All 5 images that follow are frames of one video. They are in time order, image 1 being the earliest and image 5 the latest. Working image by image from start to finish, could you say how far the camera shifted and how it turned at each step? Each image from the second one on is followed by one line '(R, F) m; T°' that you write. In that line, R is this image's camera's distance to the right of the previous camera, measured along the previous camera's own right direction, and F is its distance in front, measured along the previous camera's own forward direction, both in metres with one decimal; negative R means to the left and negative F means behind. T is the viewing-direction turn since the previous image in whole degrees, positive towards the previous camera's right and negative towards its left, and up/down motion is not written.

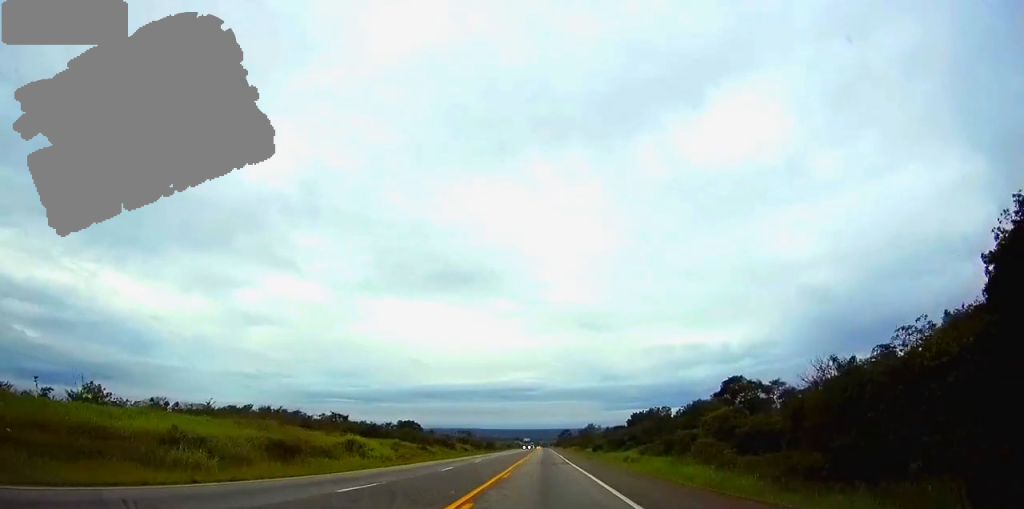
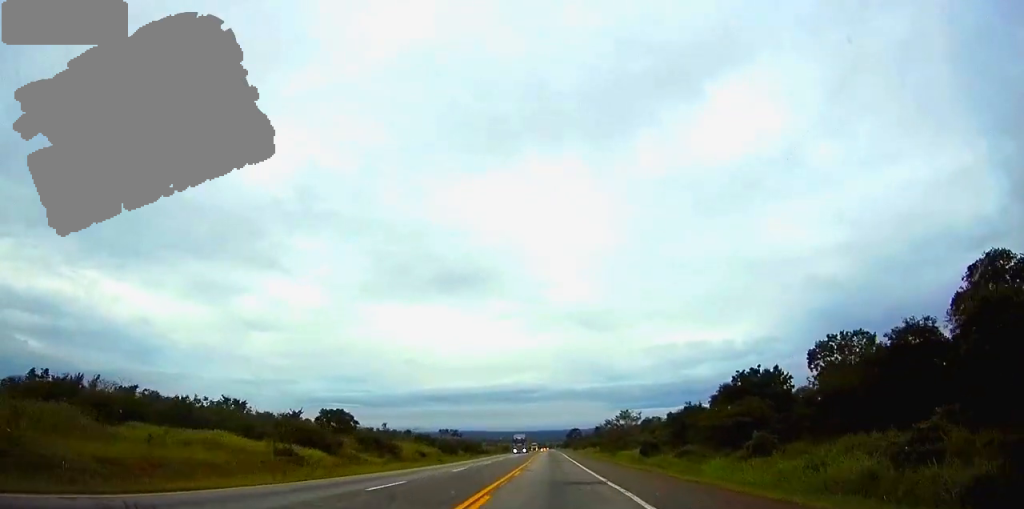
(+0.2, +63.3) m; 0°
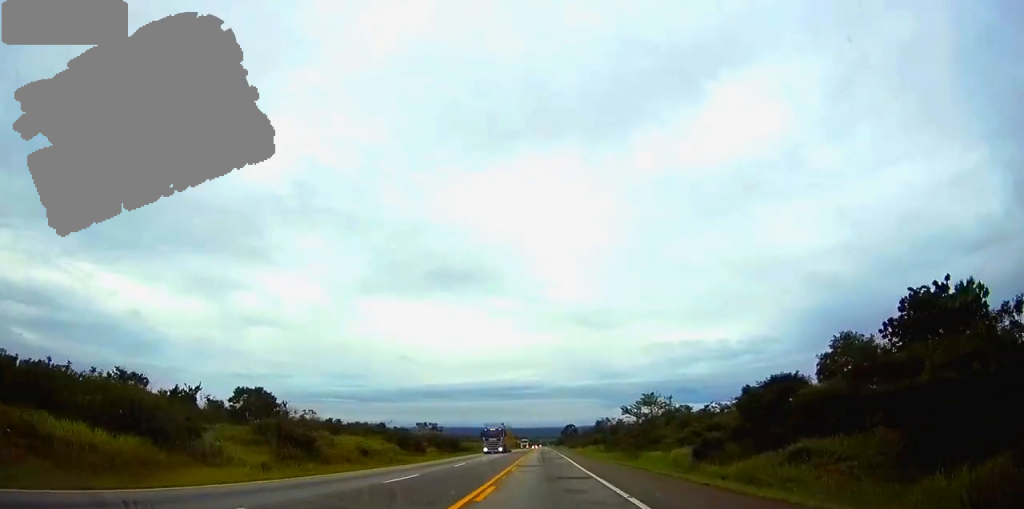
(0.0, +29.8) m; 0°
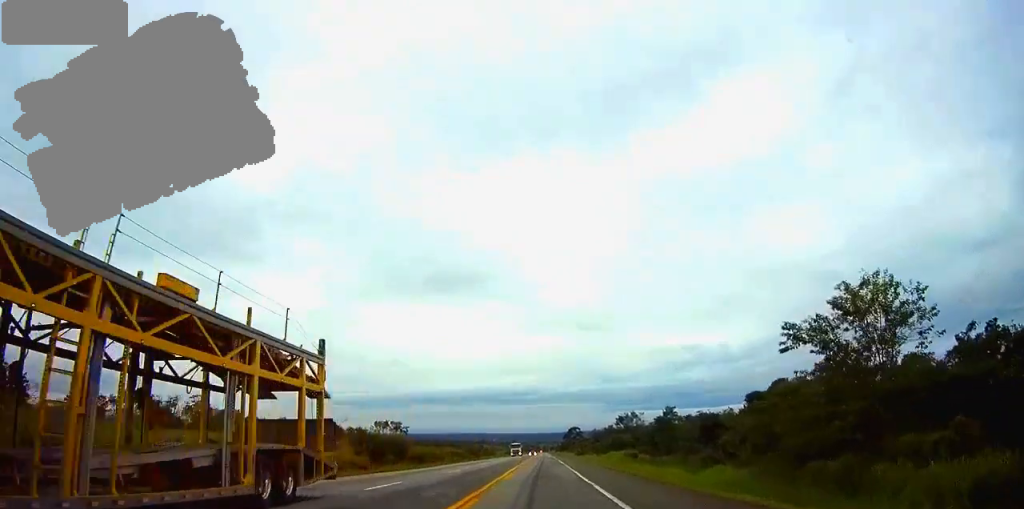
(+0.1, +51.6) m; 0°
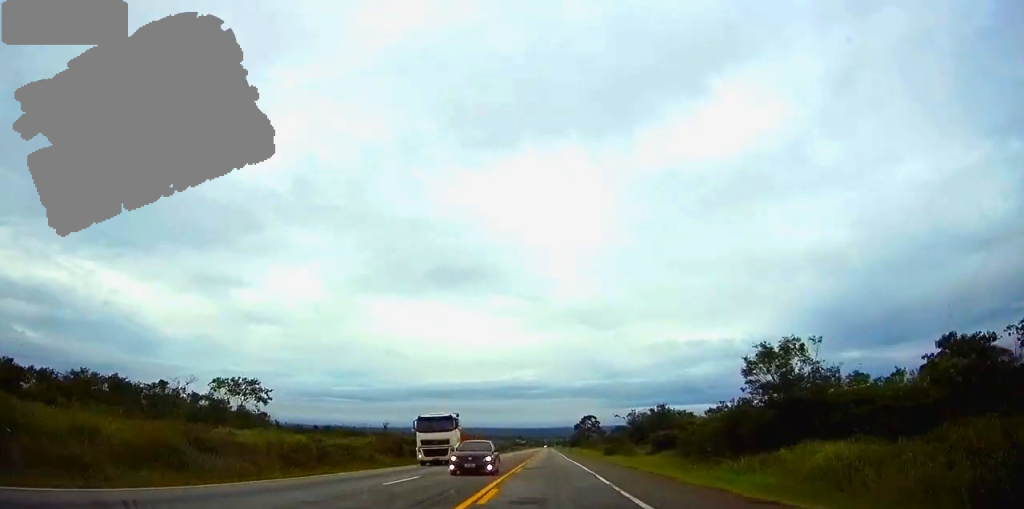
(-0.3, +80.9) m; 0°
